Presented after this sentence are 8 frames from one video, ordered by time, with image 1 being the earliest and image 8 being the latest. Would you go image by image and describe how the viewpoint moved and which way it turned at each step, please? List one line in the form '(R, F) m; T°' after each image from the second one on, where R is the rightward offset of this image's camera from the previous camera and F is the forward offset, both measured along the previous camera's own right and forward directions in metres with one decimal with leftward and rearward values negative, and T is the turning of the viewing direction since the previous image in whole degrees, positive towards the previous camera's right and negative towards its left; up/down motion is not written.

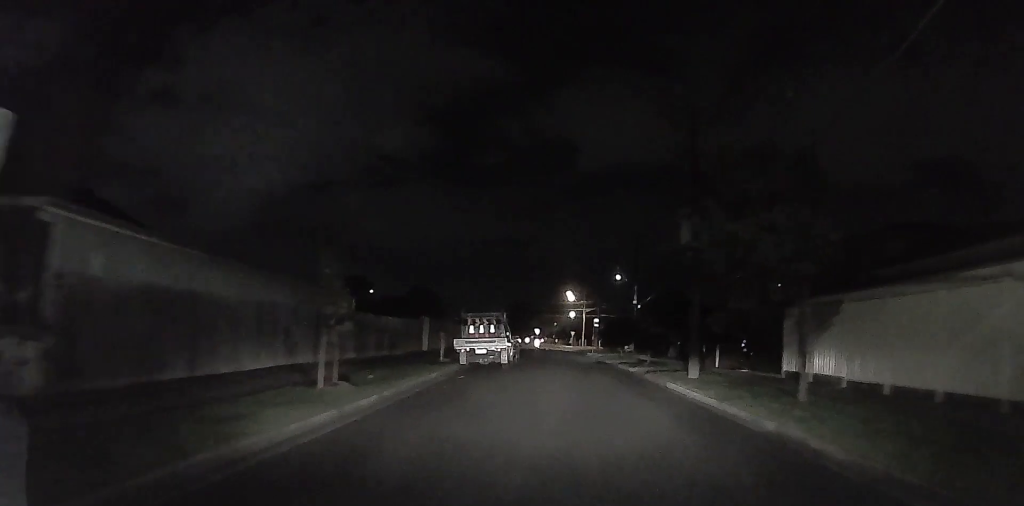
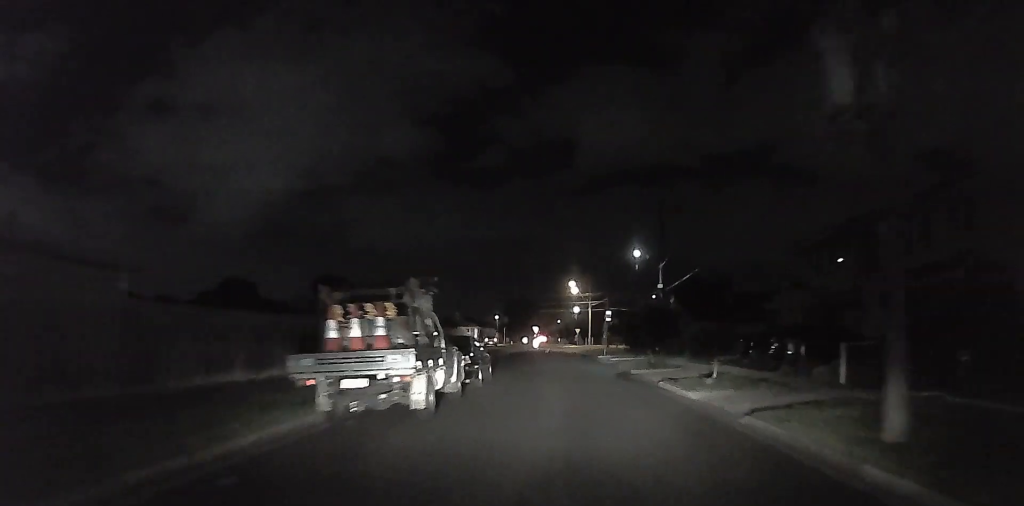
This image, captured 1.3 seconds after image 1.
(-0.5, +9.8) m; -4°
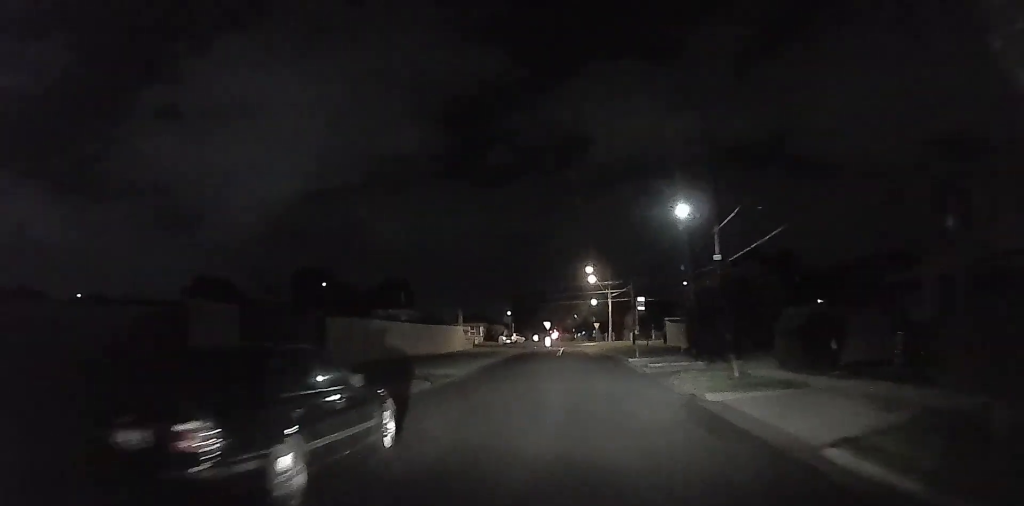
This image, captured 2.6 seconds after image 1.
(+0.4, +9.1) m; +4°
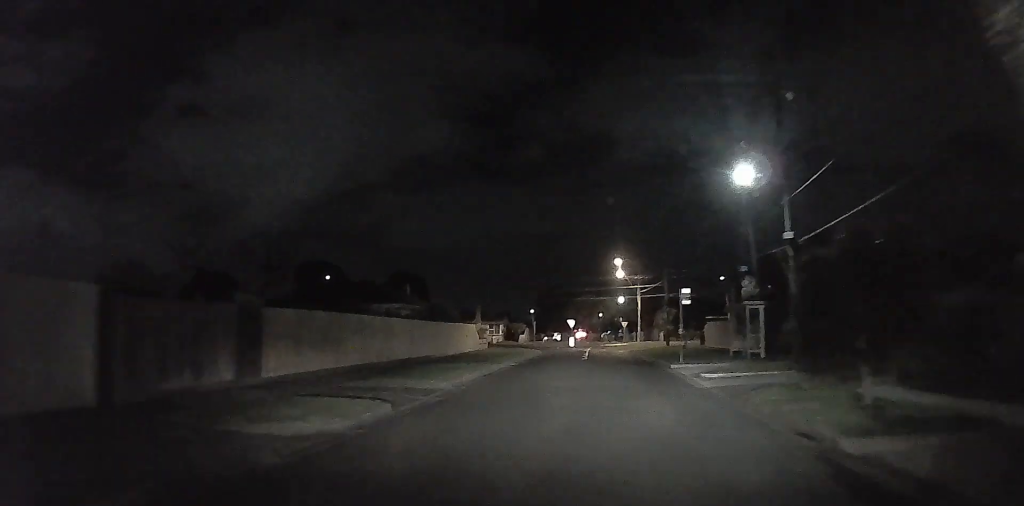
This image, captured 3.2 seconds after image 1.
(+0.3, +5.5) m; 0°
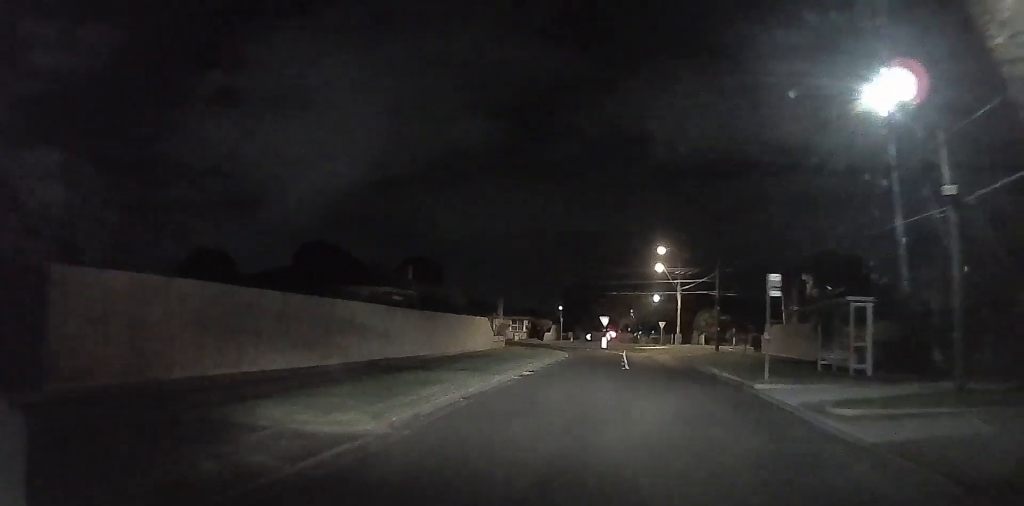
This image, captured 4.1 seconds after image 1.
(-0.4, +8.0) m; -3°
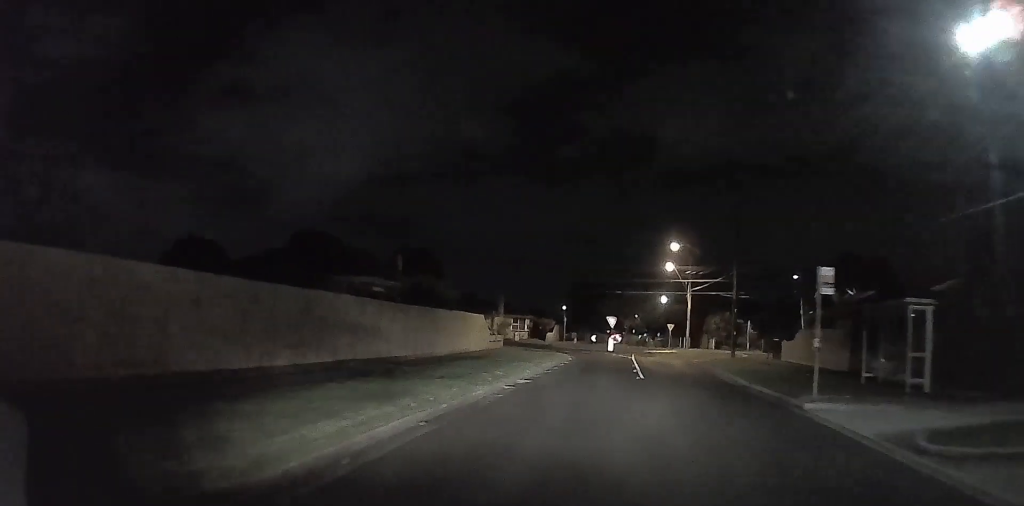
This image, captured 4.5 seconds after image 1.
(0.0, +3.5) m; -2°
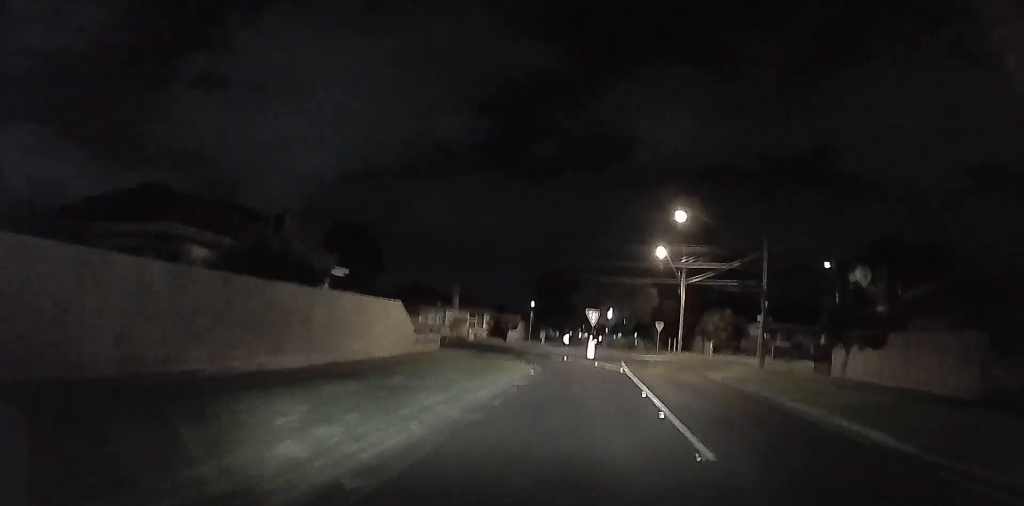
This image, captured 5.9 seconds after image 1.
(-0.6, +10.8) m; -10°
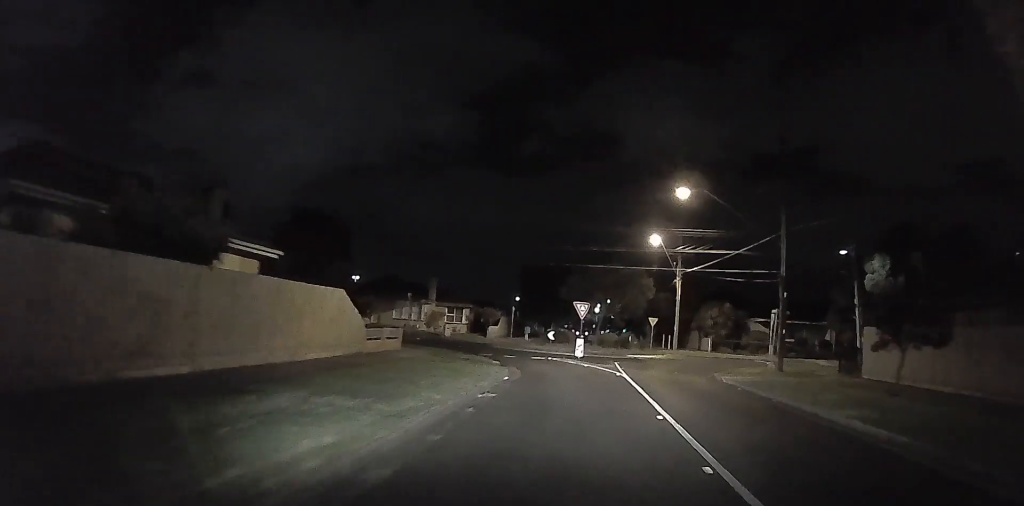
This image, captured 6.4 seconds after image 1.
(-0.1, +3.6) m; -3°
